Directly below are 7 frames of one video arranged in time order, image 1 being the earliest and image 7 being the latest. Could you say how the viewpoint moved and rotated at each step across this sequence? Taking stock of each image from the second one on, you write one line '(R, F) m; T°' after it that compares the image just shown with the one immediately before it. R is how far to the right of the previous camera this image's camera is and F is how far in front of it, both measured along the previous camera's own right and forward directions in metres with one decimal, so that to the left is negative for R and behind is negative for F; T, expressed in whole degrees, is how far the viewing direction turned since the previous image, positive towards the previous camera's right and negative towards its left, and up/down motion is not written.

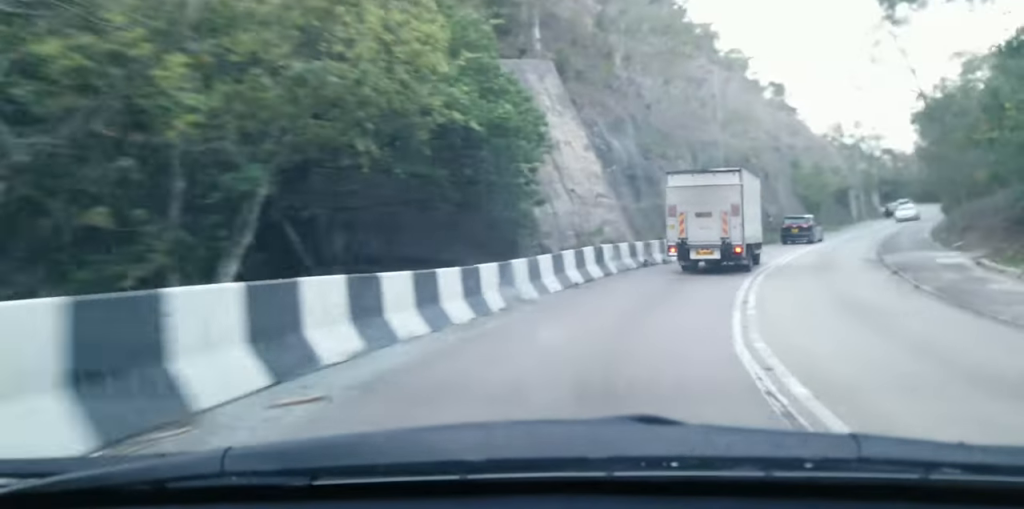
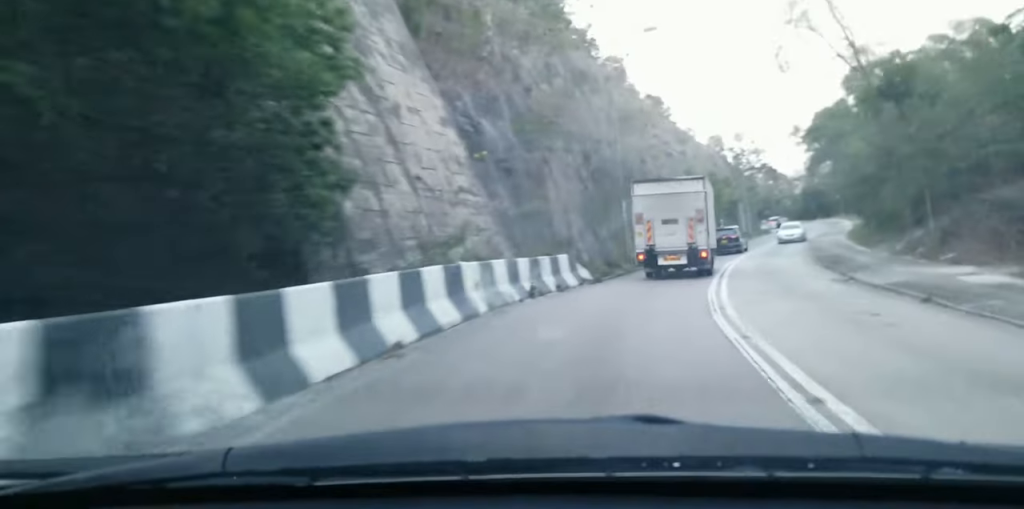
(+1.3, +10.4) m; +12°
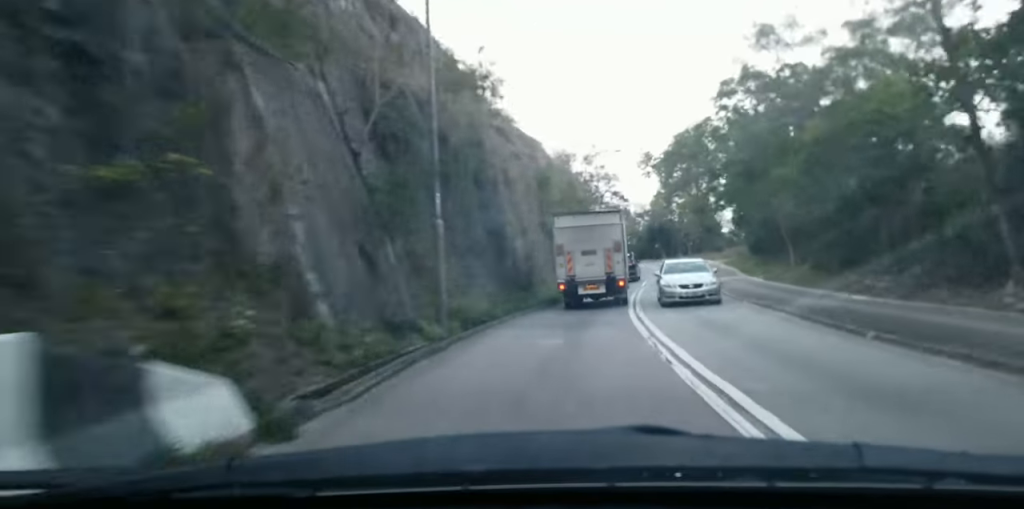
(+3.0, +17.9) m; +13°
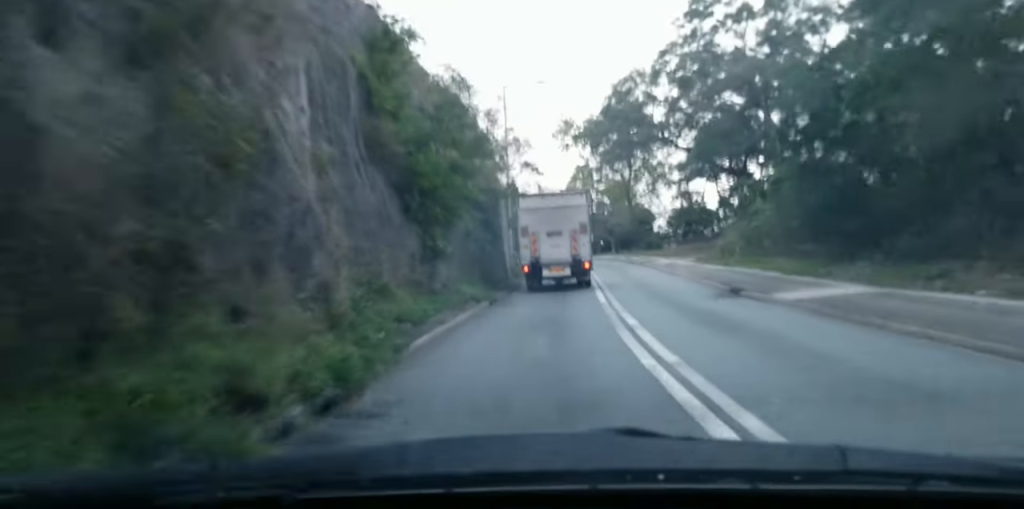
(+1.3, +24.6) m; +6°
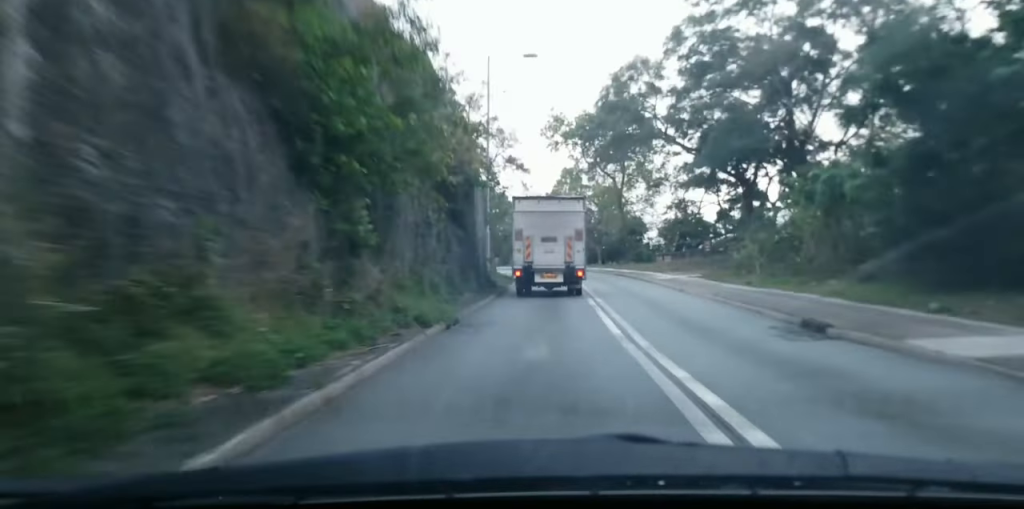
(+0.2, +7.0) m; +2°
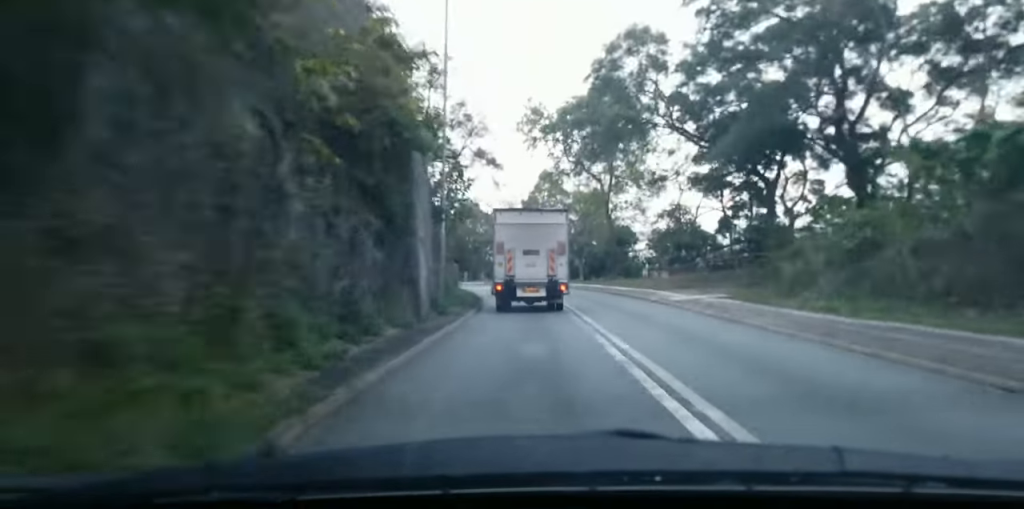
(+0.2, +10.1) m; +2°
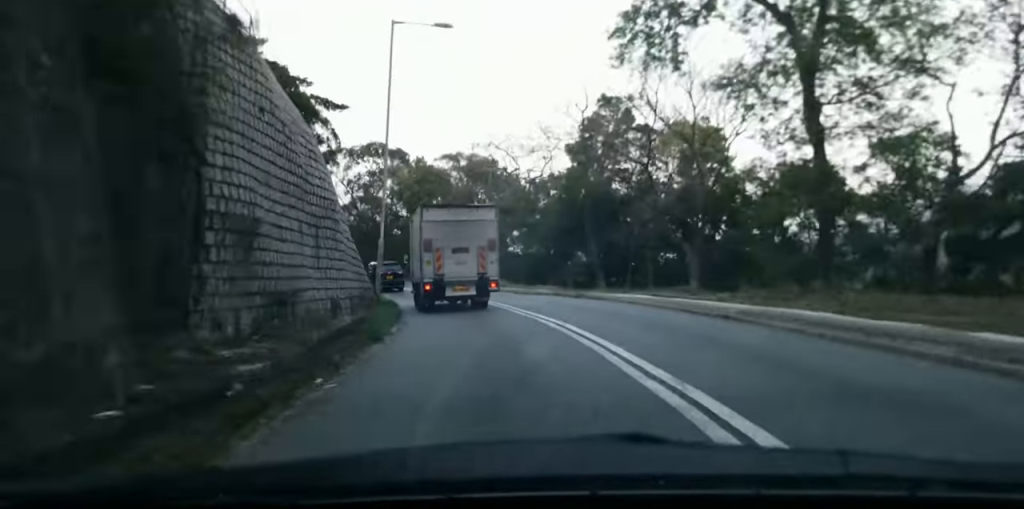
(+1.0, +39.7) m; -1°
